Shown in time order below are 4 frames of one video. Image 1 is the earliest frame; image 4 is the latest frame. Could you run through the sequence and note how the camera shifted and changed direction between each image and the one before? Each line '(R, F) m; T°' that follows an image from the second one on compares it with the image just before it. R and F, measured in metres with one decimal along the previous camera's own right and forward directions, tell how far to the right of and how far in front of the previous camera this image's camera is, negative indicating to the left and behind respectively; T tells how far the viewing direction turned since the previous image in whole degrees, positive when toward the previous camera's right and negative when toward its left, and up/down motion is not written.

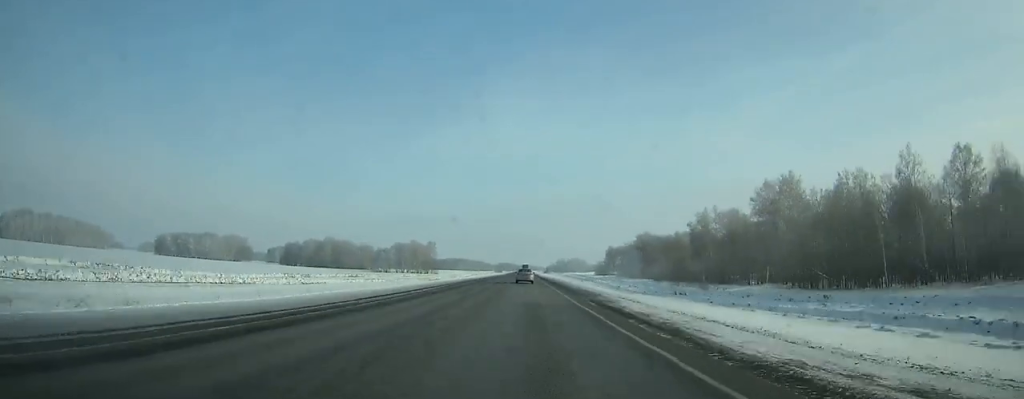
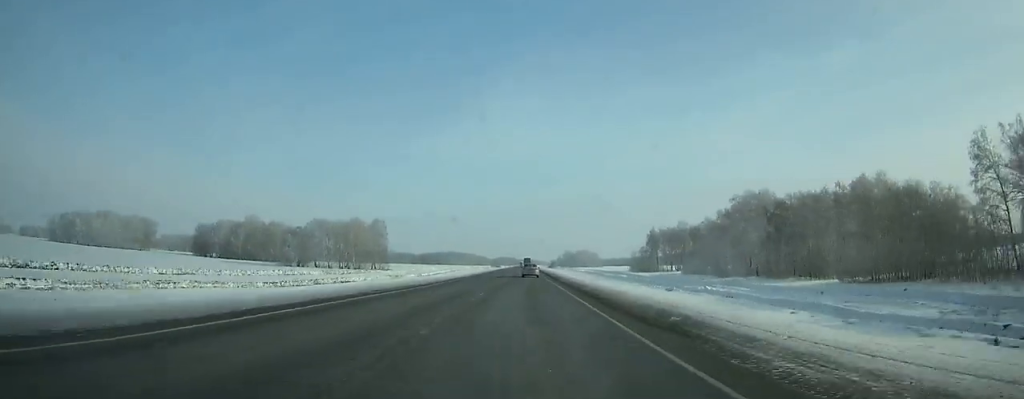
(+0.2, +122.3) m; 0°
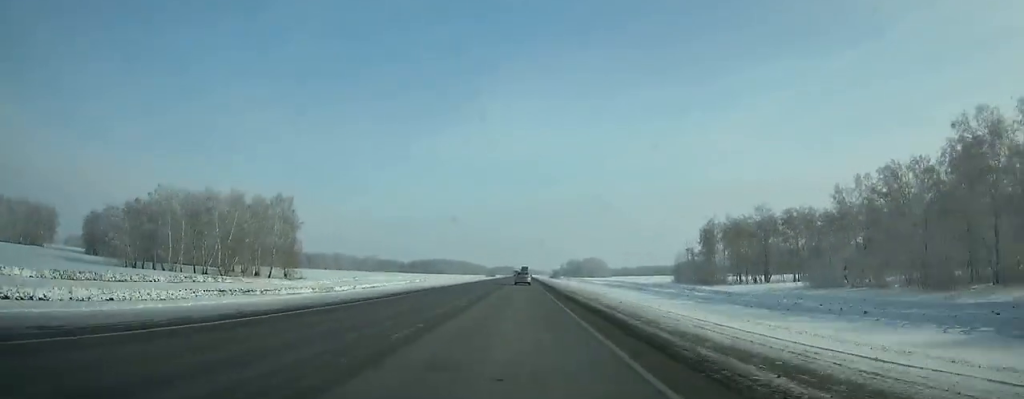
(-0.1, +83.4) m; 0°
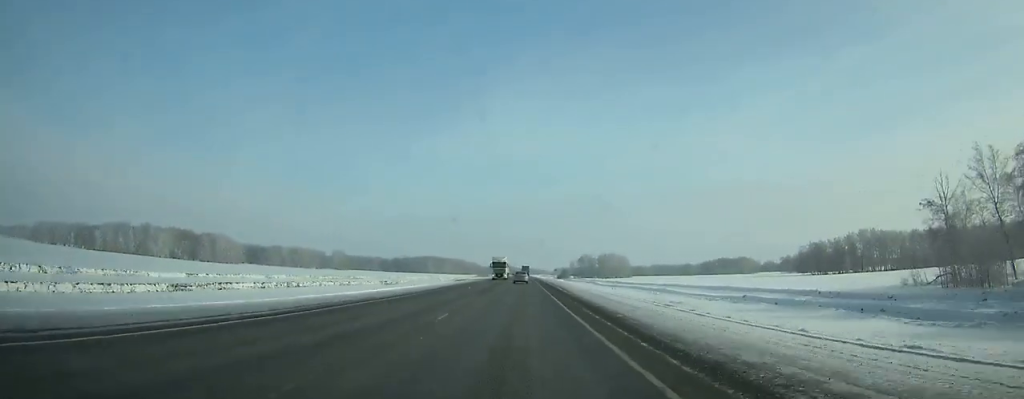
(-0.1, +126.6) m; 0°
